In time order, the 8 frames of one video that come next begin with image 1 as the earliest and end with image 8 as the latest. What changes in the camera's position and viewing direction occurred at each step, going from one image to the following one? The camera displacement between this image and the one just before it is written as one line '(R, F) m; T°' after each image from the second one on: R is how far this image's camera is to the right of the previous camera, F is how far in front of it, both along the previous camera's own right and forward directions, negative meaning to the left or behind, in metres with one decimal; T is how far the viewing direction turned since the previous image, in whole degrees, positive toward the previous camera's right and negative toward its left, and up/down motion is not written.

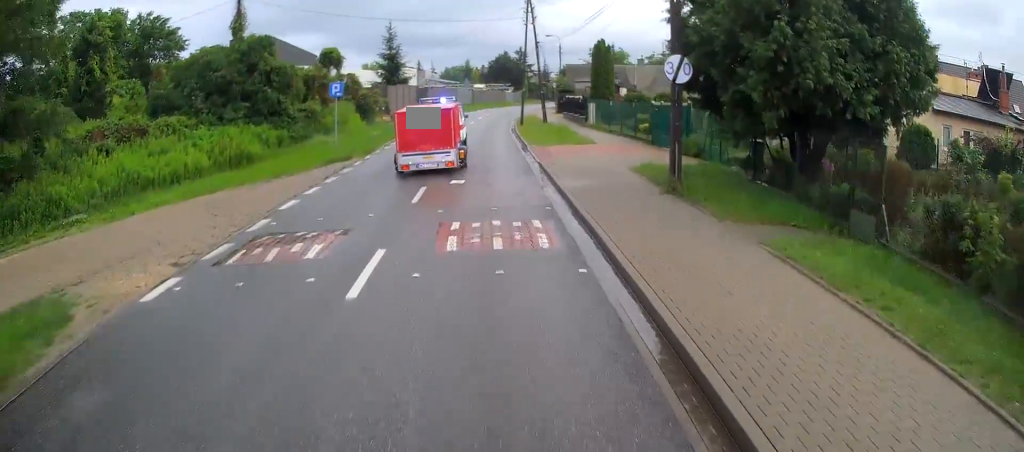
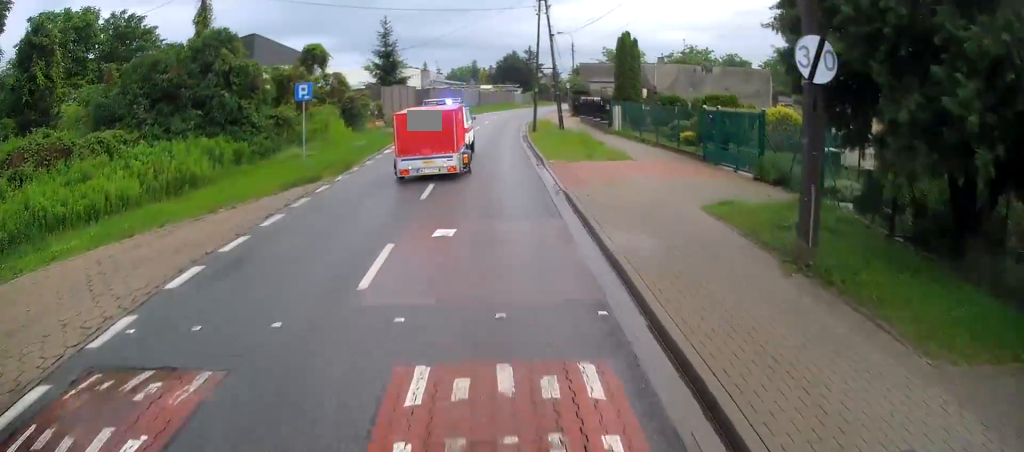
(0.0, +6.0) m; 0°
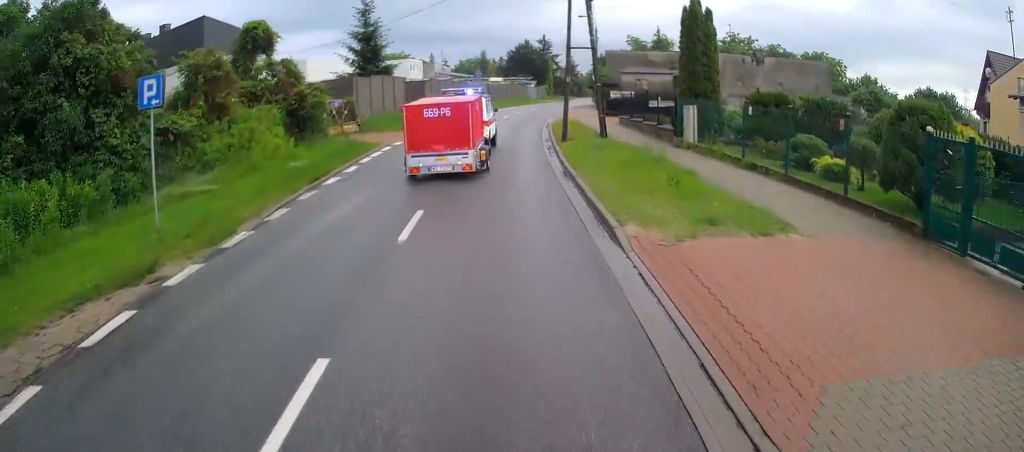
(-0.1, +11.1) m; -1°
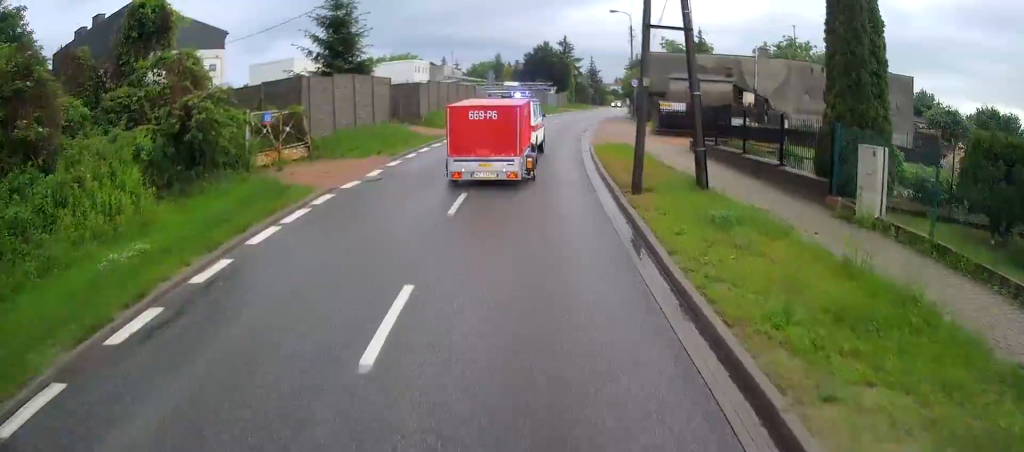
(0.0, +10.7) m; 0°
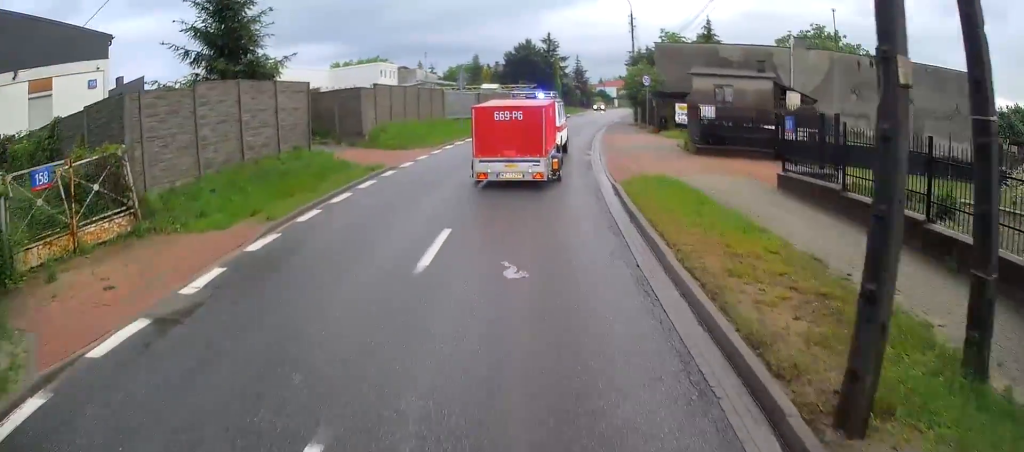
(0.0, +9.8) m; +2°
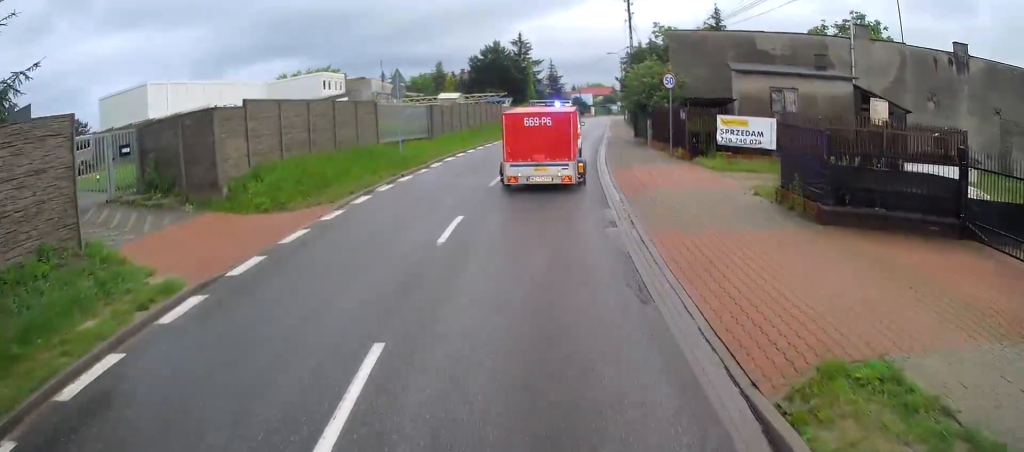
(+0.6, +10.8) m; +5°
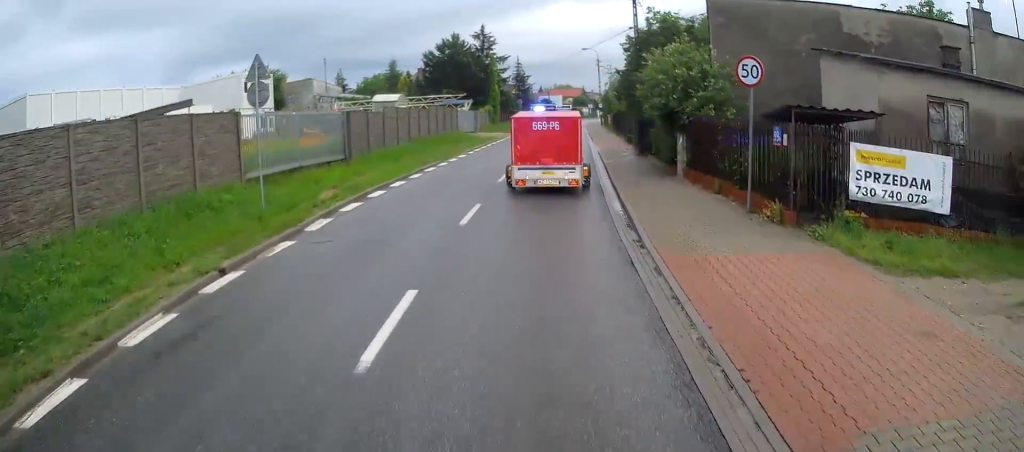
(+0.3, +10.1) m; +3°
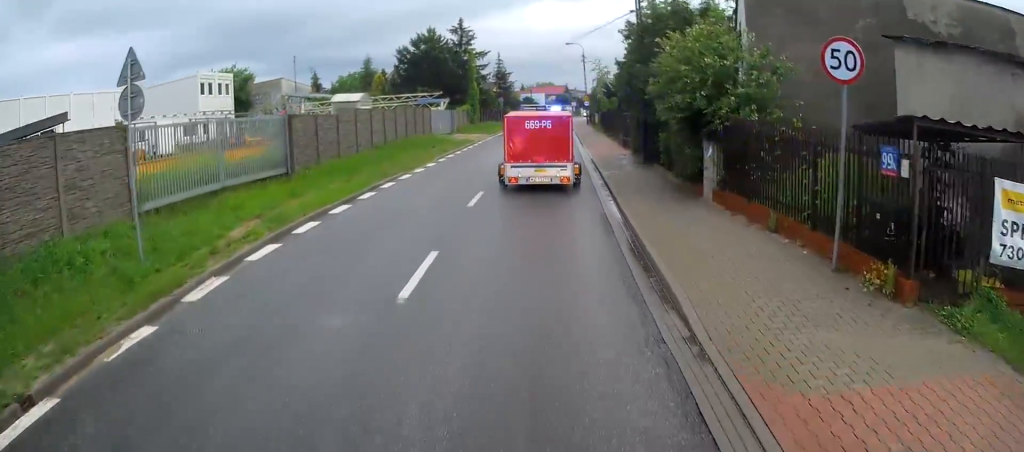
(+0.1, +4.2) m; +1°
